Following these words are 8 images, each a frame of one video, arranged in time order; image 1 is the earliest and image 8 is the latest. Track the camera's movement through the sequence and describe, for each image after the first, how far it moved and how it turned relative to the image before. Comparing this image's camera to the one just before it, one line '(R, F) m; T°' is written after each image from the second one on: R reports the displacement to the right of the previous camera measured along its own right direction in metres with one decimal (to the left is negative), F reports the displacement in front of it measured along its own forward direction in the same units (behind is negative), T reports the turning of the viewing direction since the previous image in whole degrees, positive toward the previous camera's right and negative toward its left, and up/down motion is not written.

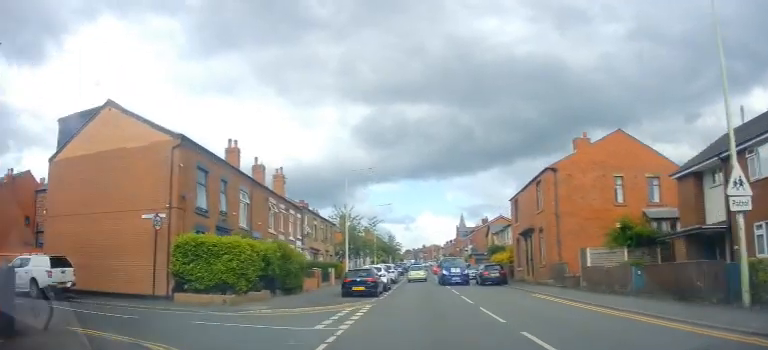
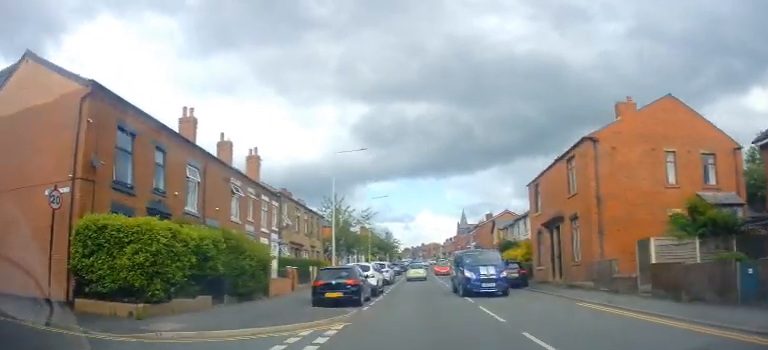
(-0.5, +6.1) m; 0°
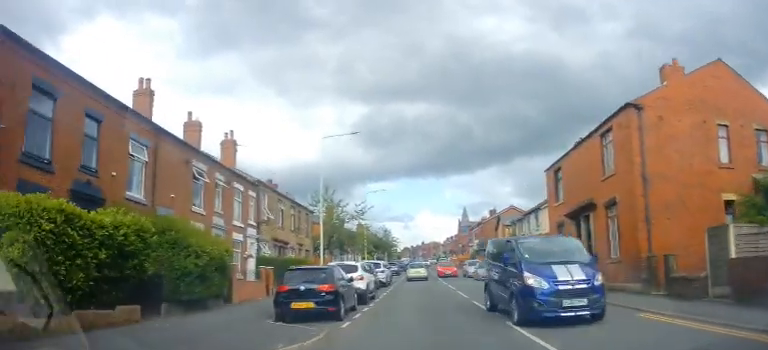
(-0.1, +4.7) m; 0°
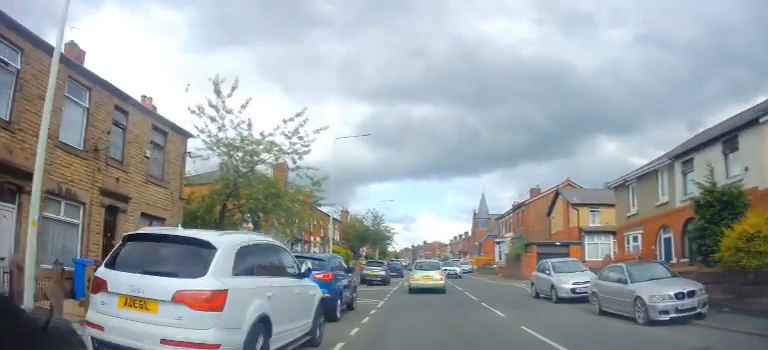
(+0.5, +26.2) m; 0°
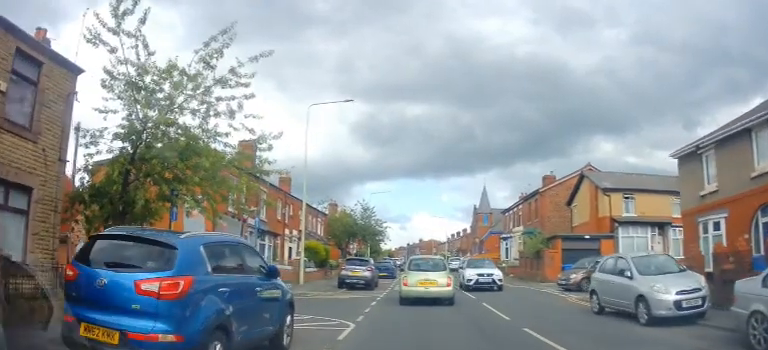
(0.0, +7.9) m; +1°
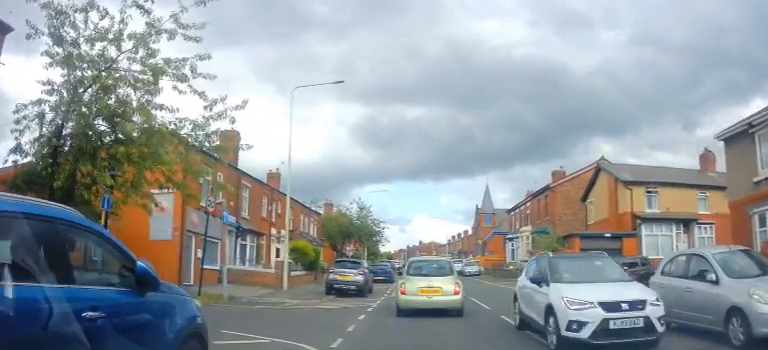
(+0.1, +4.1) m; -3°
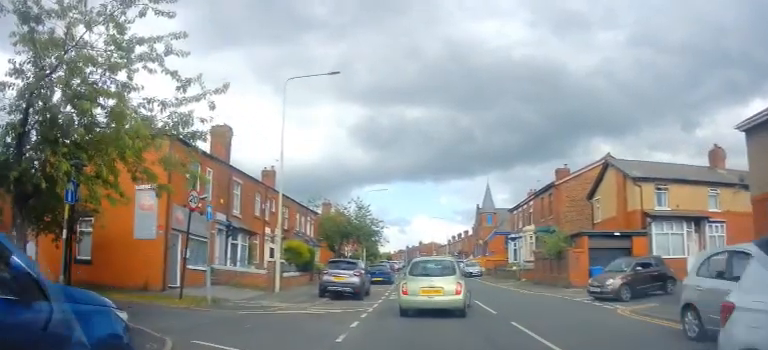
(-0.1, +1.5) m; -4°
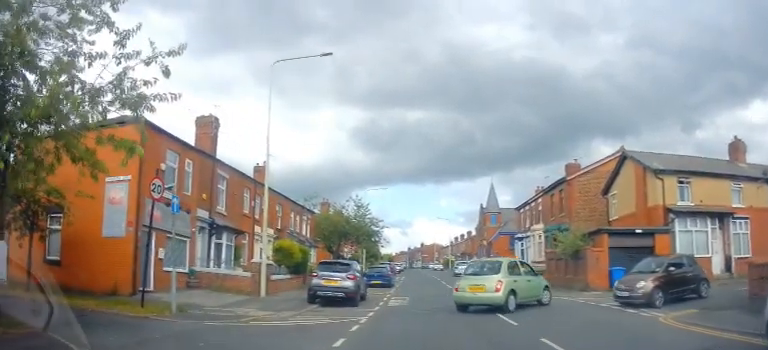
(-0.2, +2.4) m; +7°
